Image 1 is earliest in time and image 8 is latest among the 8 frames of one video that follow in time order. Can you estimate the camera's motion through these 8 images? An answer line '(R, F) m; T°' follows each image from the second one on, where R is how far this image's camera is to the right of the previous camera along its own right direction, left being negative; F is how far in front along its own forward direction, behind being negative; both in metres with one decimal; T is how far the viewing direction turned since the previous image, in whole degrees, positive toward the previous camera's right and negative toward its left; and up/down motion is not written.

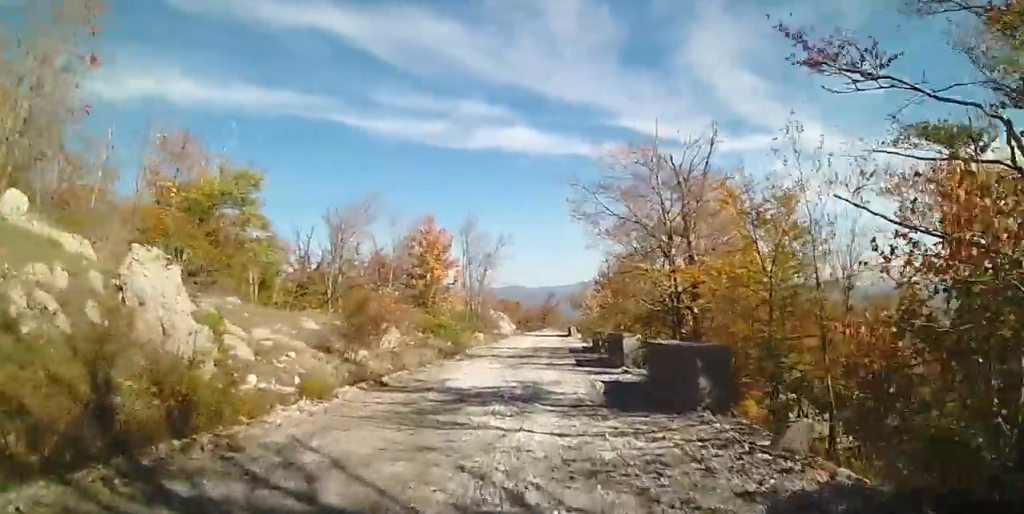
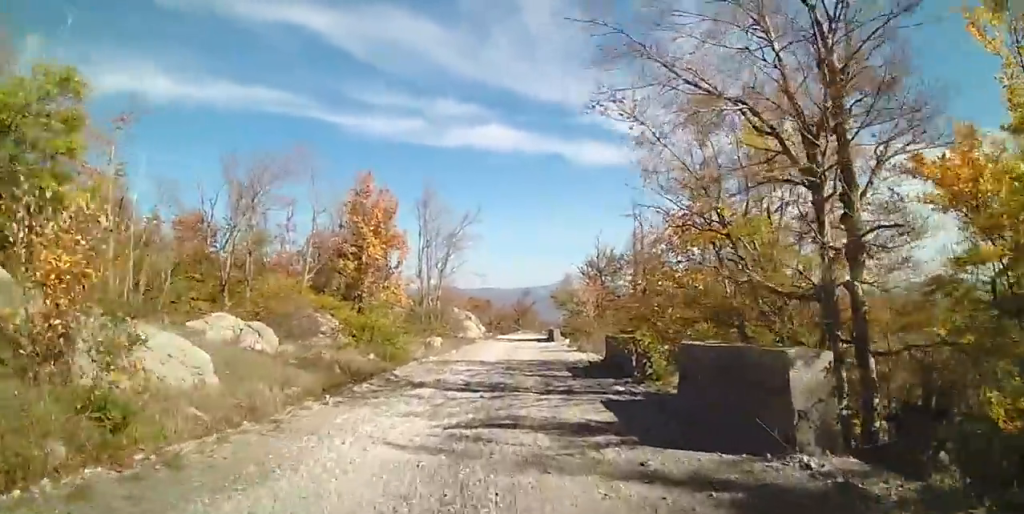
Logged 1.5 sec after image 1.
(+0.7, +11.2) m; +4°
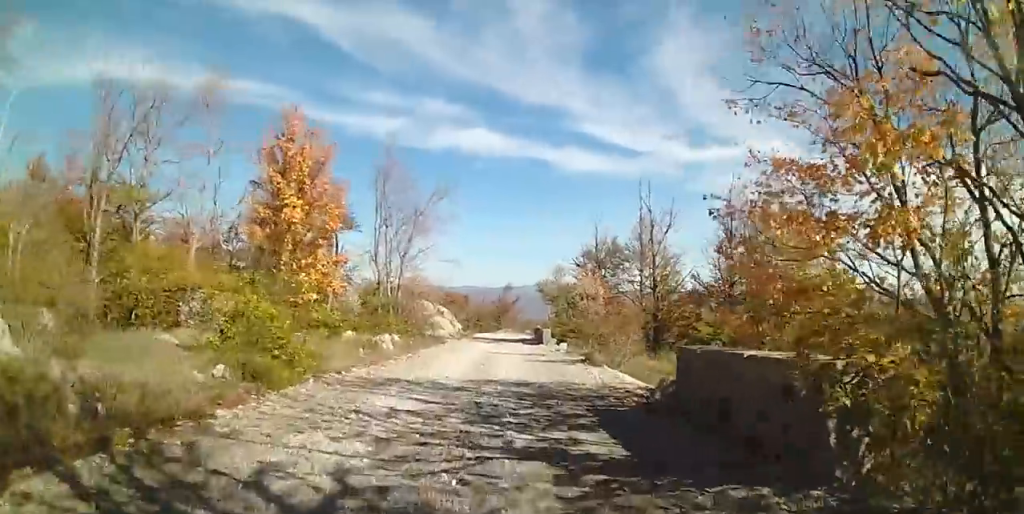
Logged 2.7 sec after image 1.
(-0.1, +8.8) m; -2°
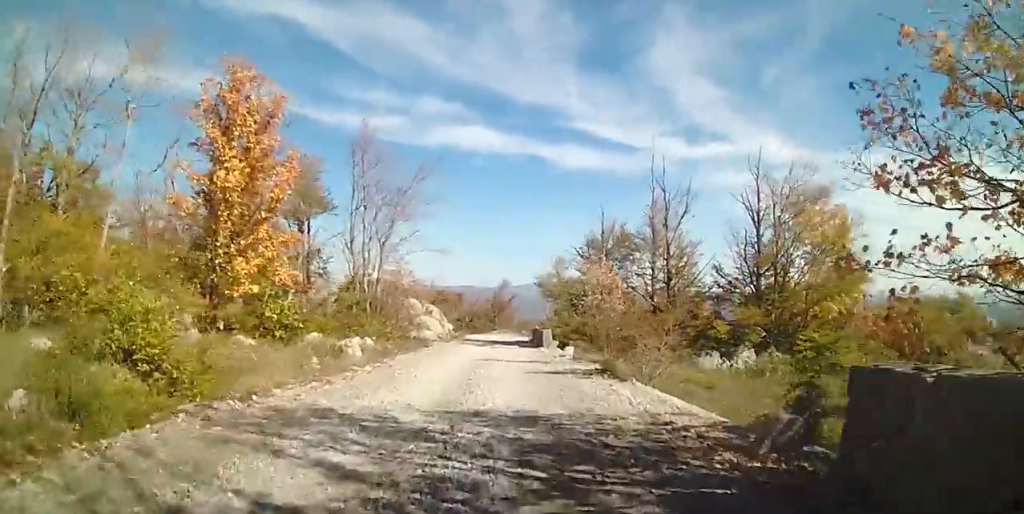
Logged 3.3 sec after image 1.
(0.0, +4.5) m; 0°
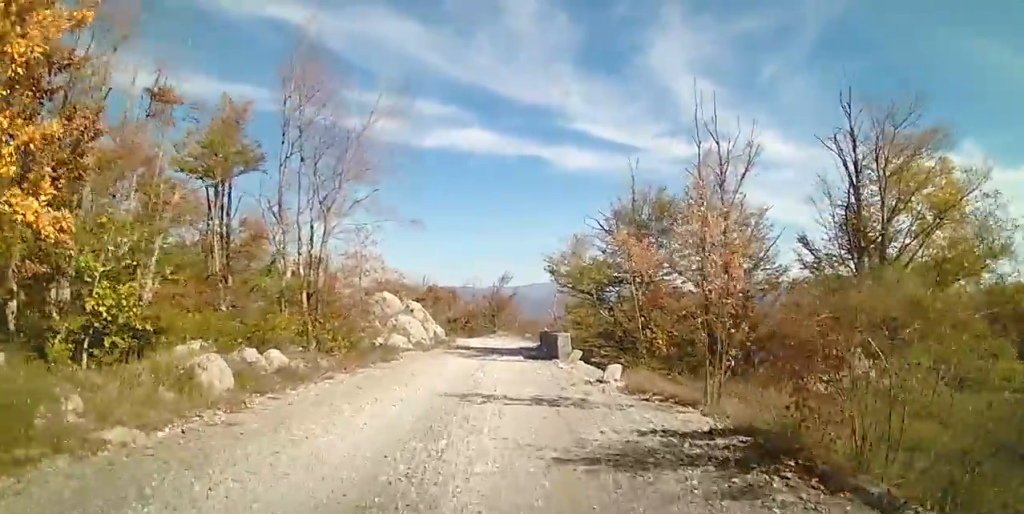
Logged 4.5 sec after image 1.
(0.0, +9.2) m; 0°
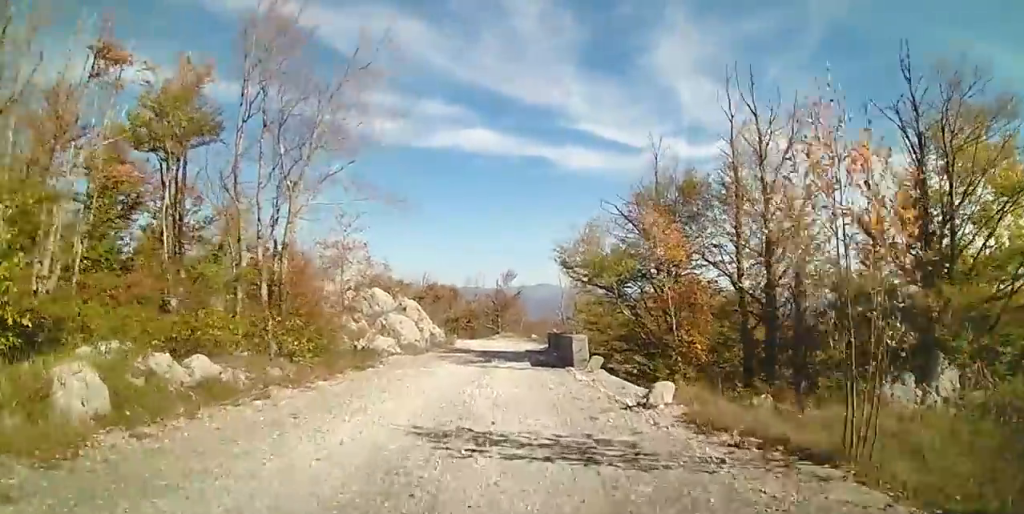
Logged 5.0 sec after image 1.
(0.0, +3.7) m; 0°
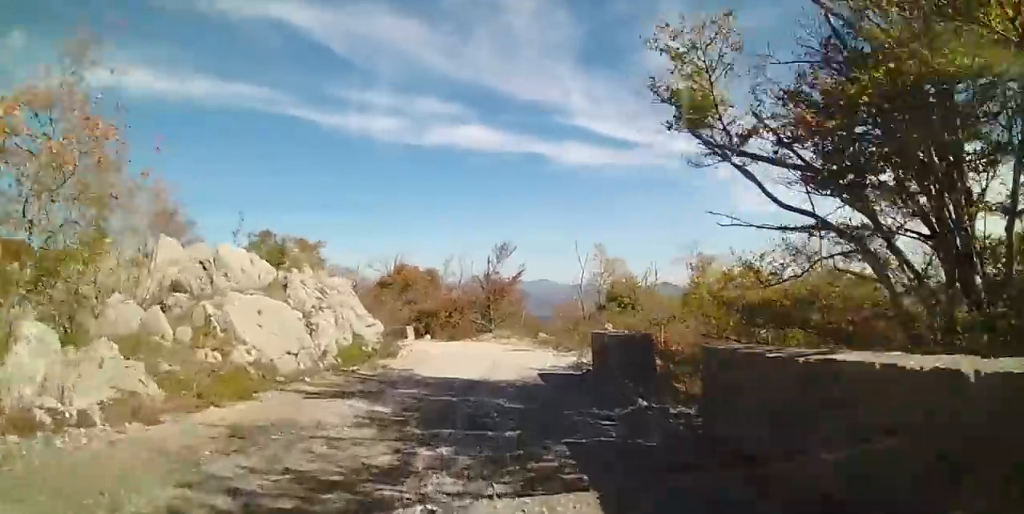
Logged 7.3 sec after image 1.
(0.0, +16.5) m; +1°
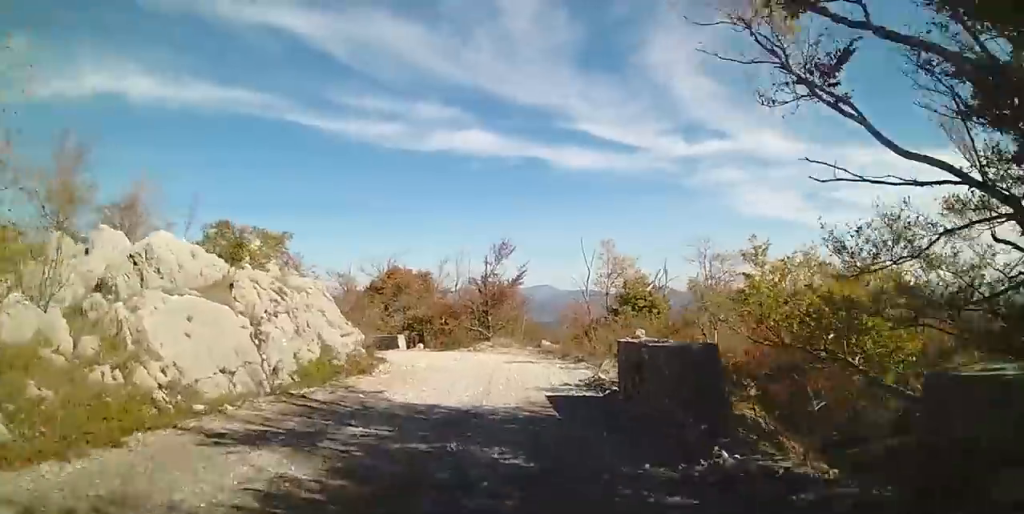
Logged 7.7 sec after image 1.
(-0.1, +3.1) m; +1°
